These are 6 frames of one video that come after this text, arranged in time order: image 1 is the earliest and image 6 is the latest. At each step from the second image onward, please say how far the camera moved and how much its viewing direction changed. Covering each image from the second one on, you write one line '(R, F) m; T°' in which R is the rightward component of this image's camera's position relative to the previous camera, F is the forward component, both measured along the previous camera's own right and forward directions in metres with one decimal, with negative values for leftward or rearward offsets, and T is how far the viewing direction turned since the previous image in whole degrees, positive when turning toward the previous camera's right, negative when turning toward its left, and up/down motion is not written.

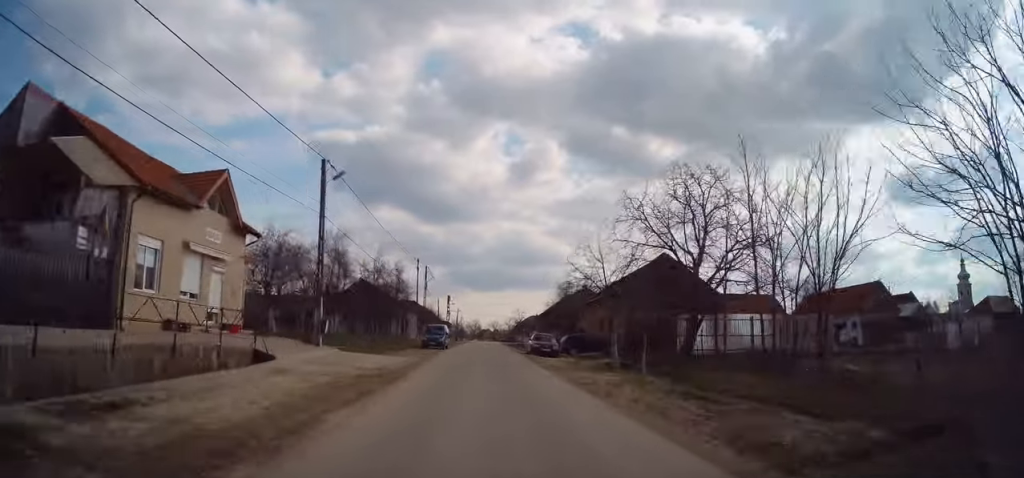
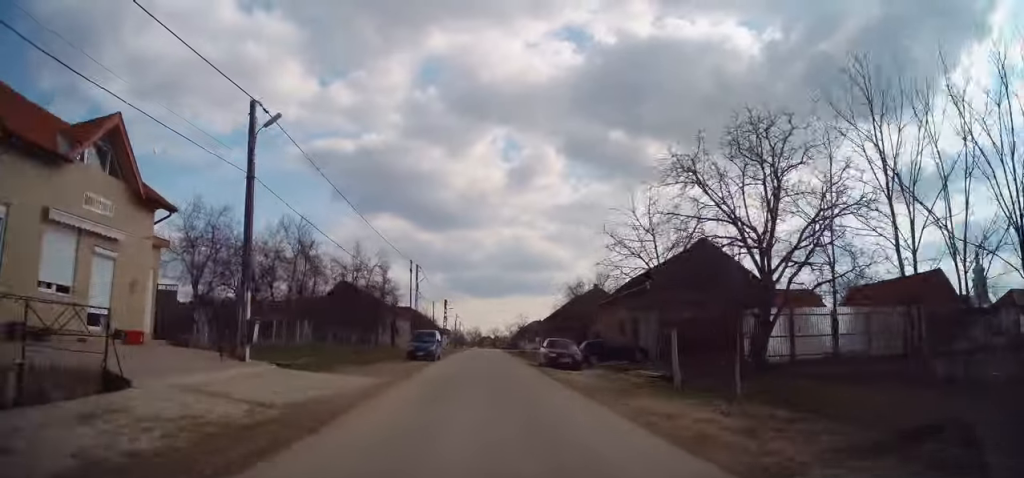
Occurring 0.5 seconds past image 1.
(0.0, +7.0) m; 0°
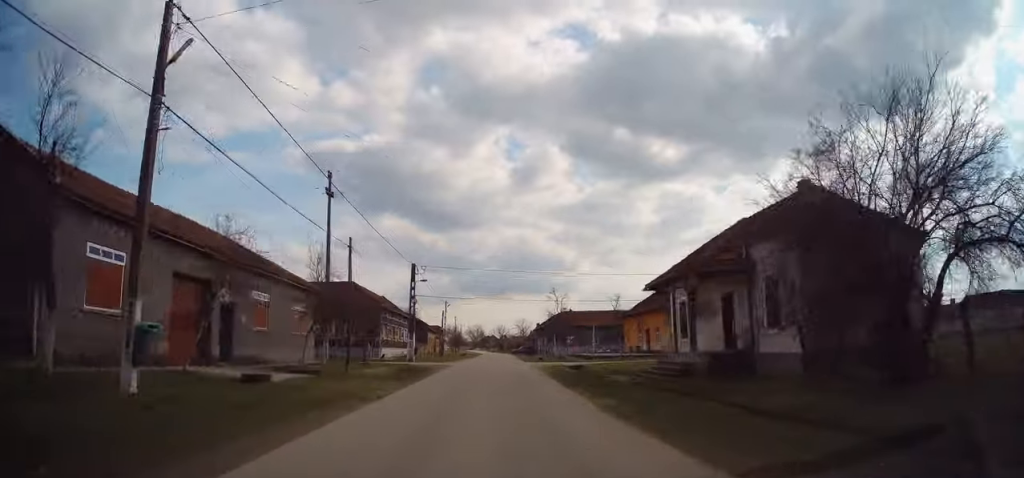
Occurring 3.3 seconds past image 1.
(0.0, +42.5) m; +1°
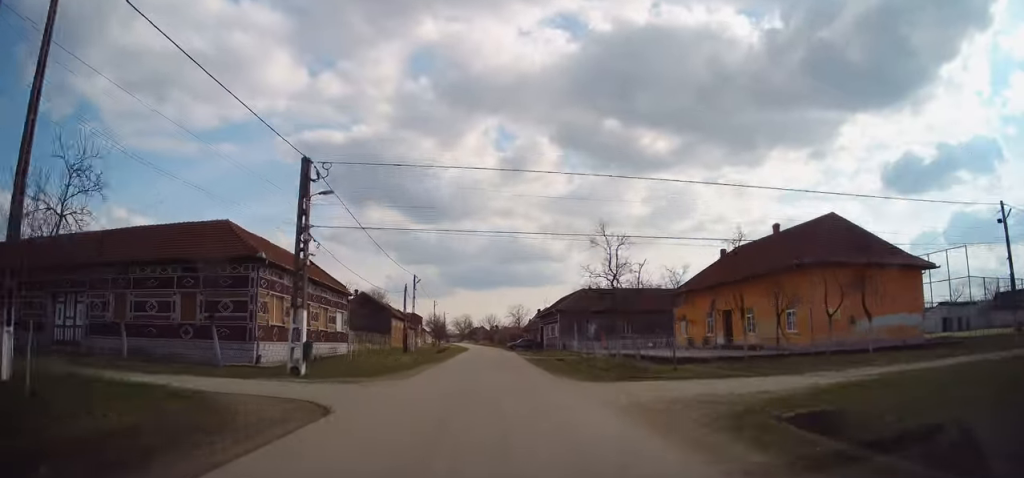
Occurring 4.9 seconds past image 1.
(+0.4, +25.6) m; +1°
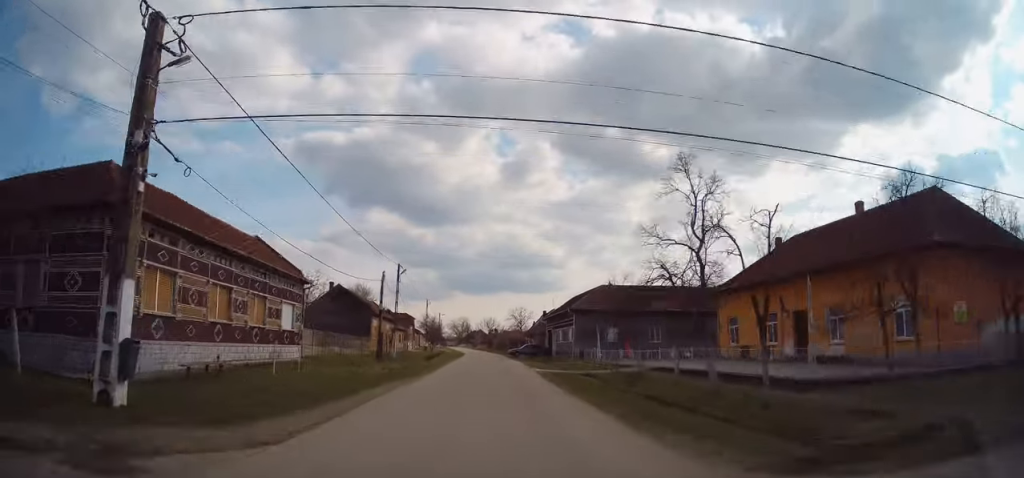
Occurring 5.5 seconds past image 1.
(0.0, +10.4) m; 0°
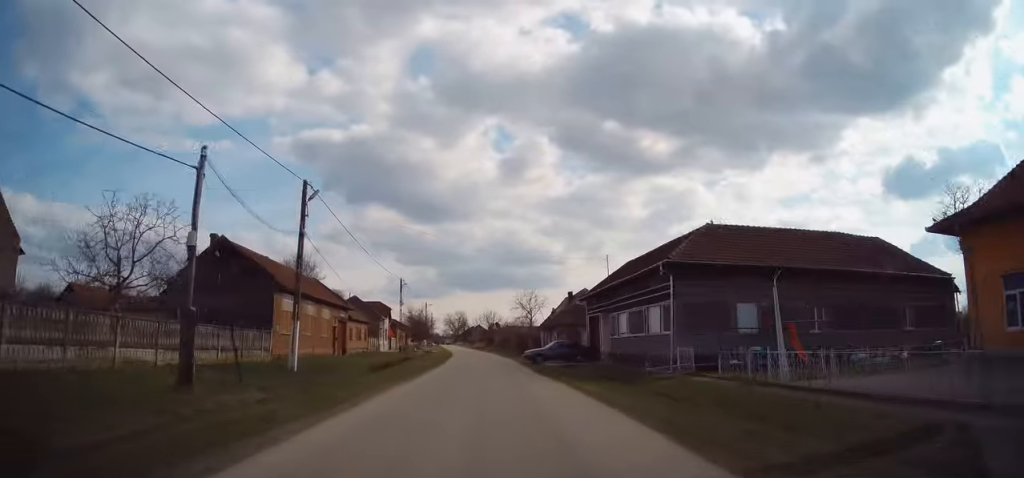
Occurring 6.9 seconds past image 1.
(-0.1, +24.5) m; 0°
